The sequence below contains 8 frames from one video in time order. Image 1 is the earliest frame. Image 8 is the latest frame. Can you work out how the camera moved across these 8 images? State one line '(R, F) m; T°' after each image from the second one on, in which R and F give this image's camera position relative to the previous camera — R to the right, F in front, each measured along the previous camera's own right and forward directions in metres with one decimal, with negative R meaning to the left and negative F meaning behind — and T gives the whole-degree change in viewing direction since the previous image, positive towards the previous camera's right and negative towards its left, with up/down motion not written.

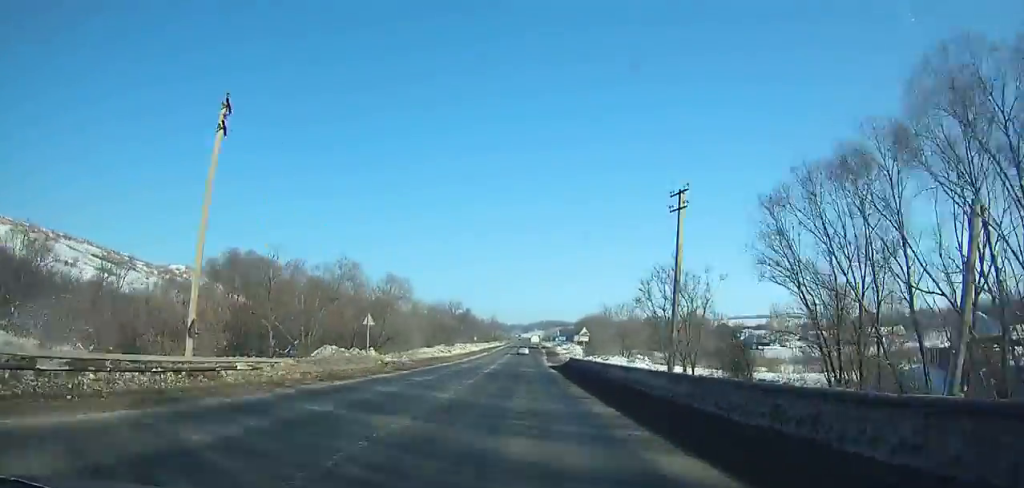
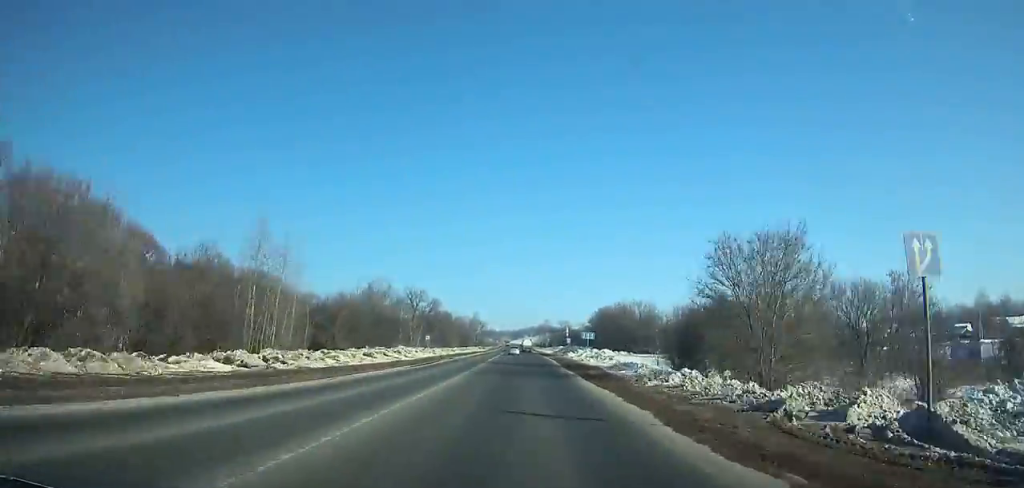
(+0.3, +64.5) m; 0°
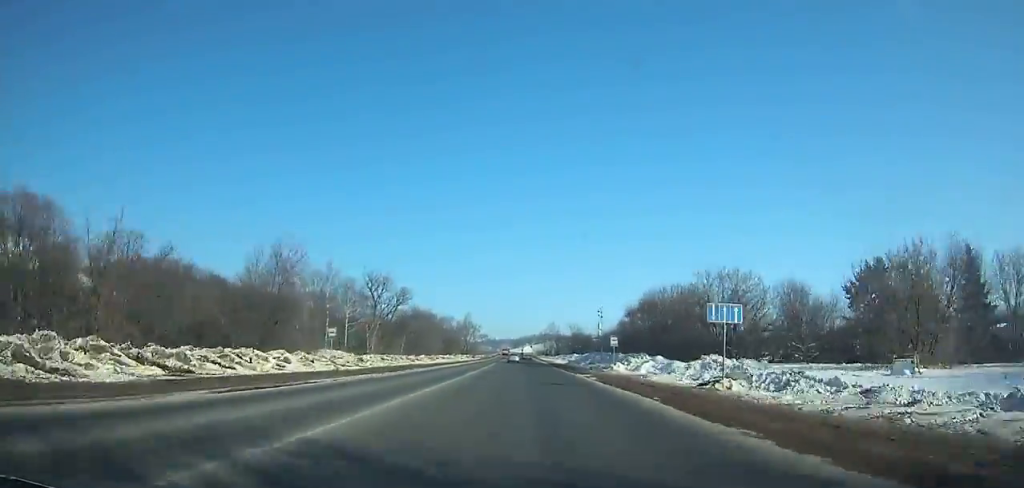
(+0.2, +45.1) m; 0°
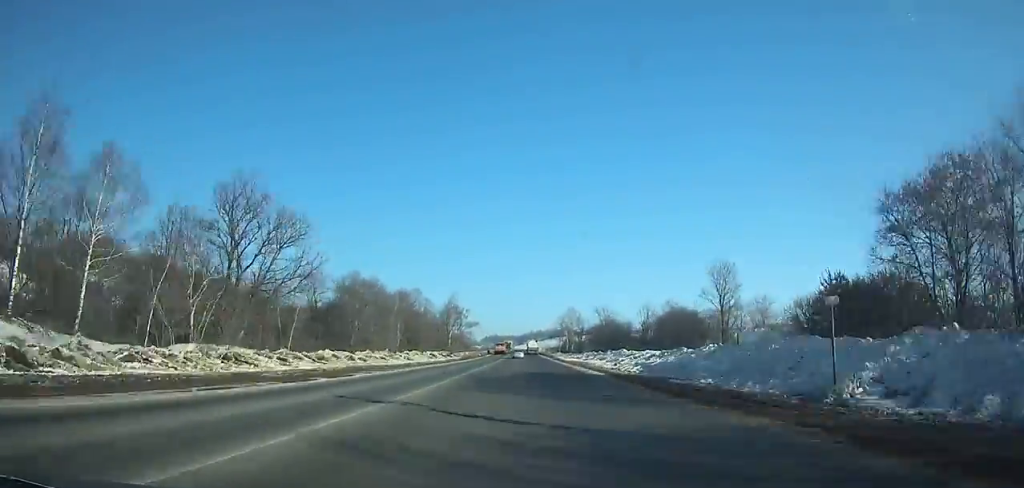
(-0.2, +61.9) m; 0°
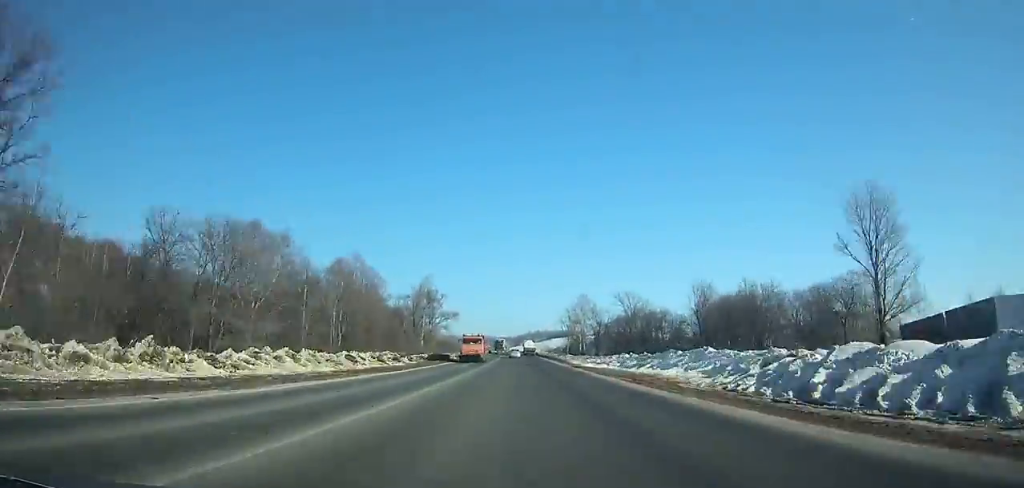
(-0.1, +37.2) m; 0°
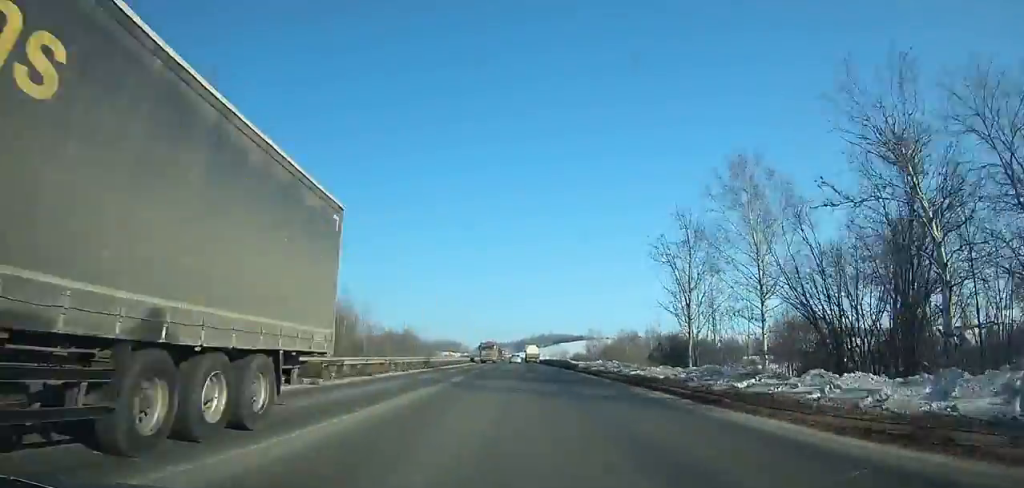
(-0.1, +89.2) m; 0°
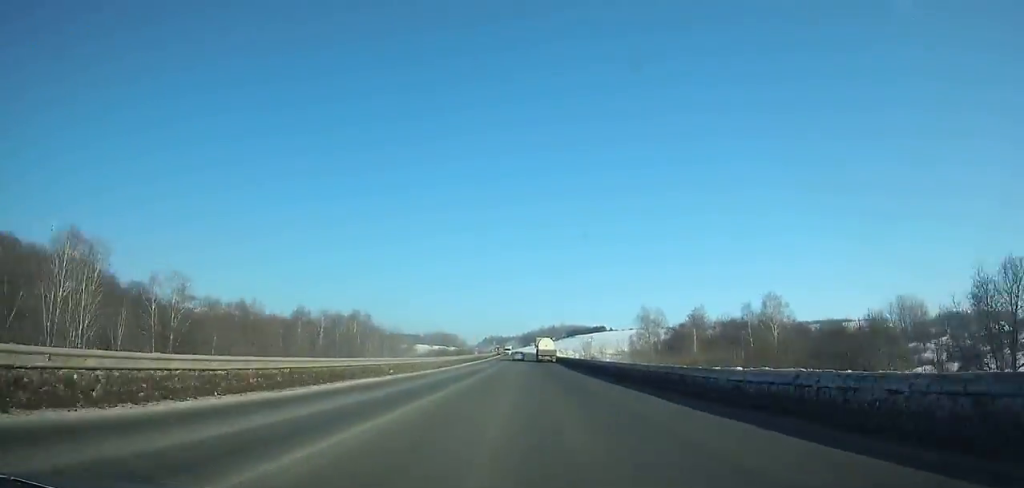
(-0.3, +105.5) m; 0°
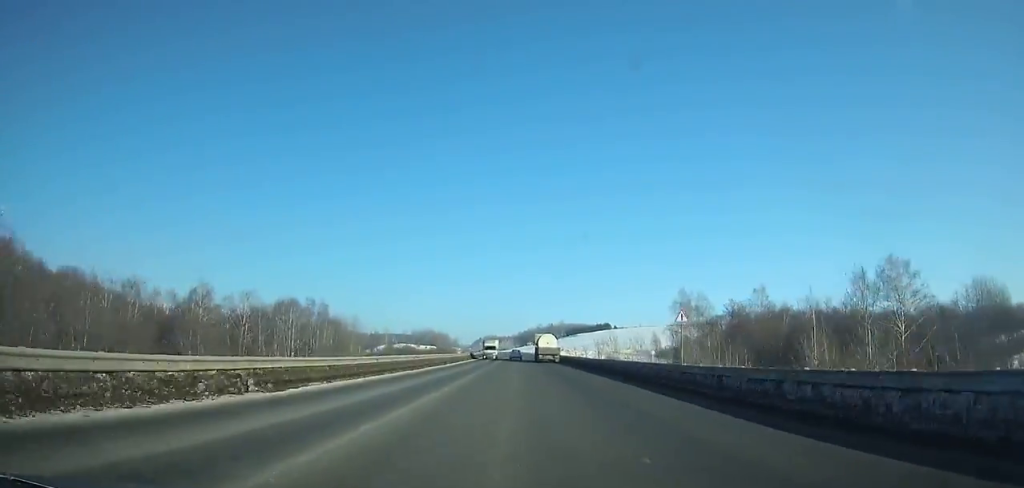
(0.0, +43.9) m; 0°
